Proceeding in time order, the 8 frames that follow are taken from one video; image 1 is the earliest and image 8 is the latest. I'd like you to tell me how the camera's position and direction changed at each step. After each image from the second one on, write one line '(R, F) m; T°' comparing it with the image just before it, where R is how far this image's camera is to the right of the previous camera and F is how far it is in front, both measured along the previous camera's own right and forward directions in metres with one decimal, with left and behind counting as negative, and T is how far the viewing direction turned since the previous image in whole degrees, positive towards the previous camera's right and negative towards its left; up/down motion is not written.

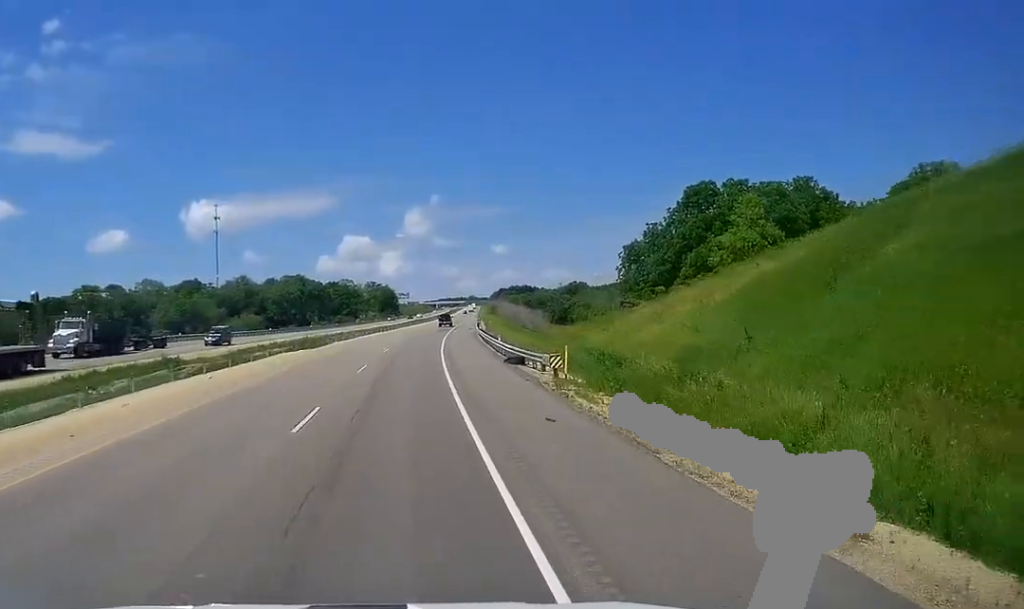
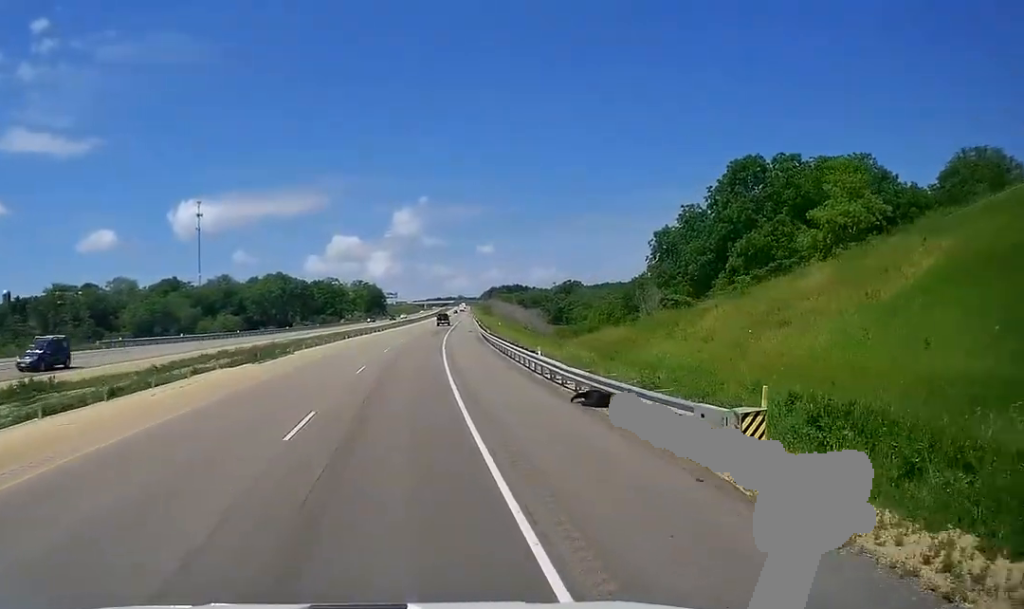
(+0.2, +16.0) m; +1°
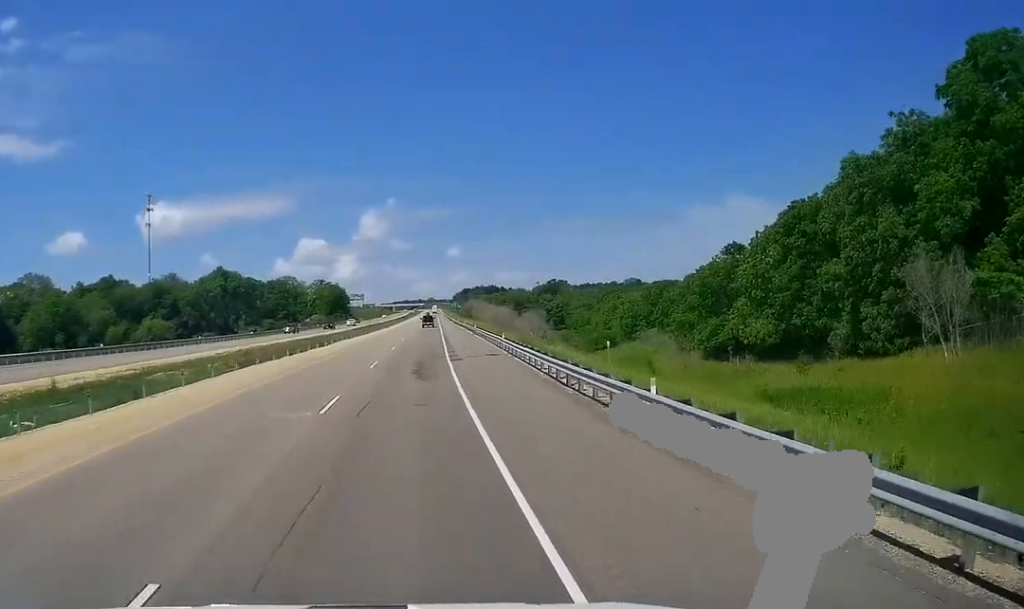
(+0.6, +41.7) m; +2°
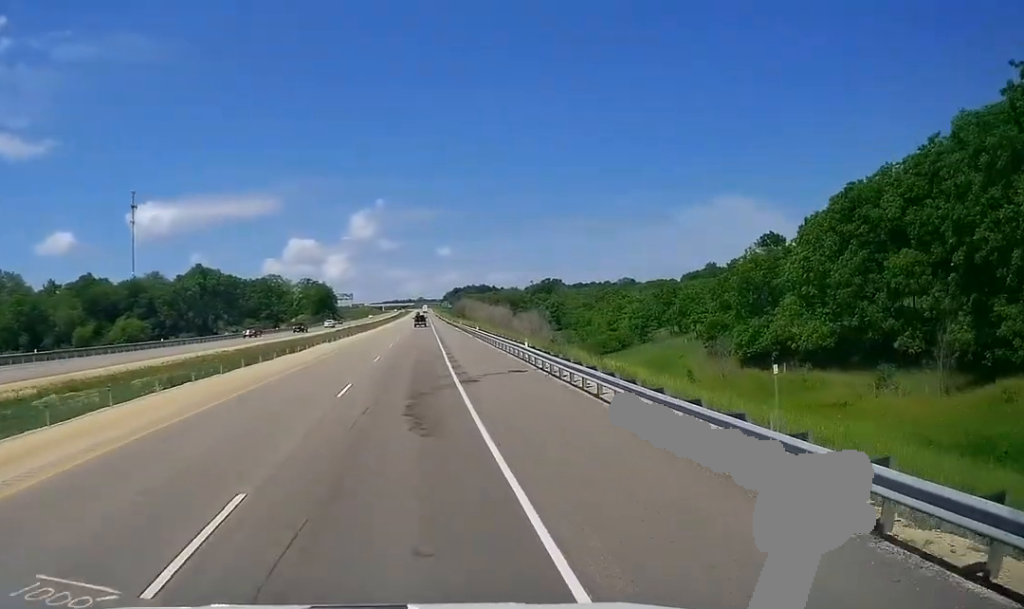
(-0.1, +11.7) m; +1°
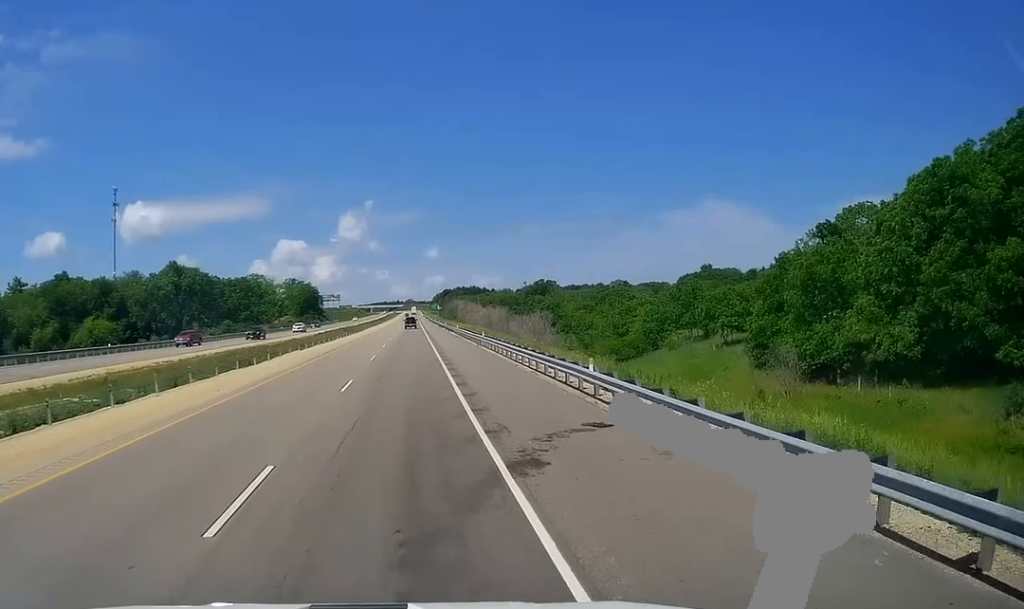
(+0.4, +13.1) m; +1°
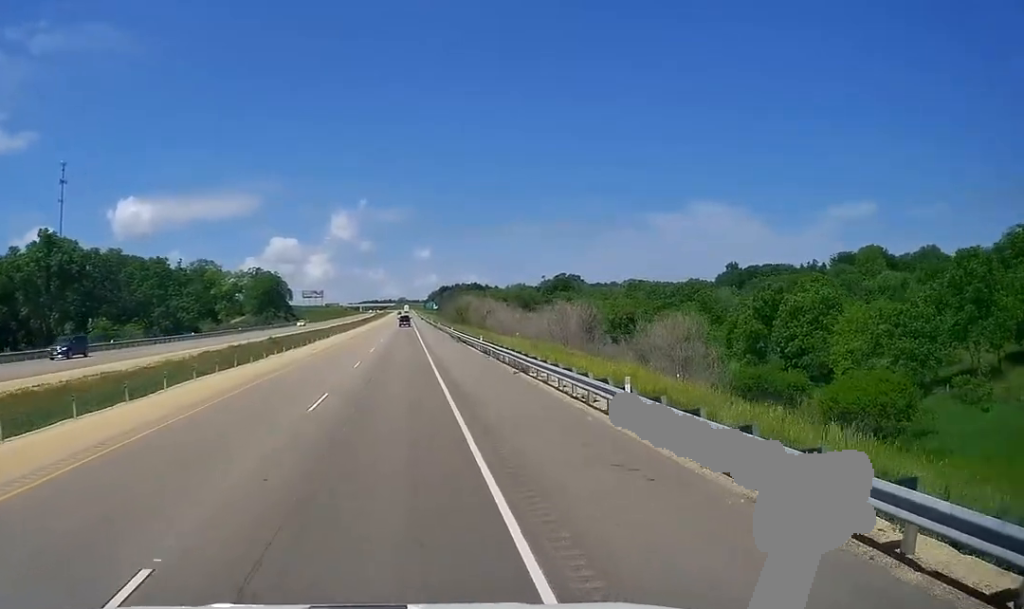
(+0.9, +65.1) m; +2°
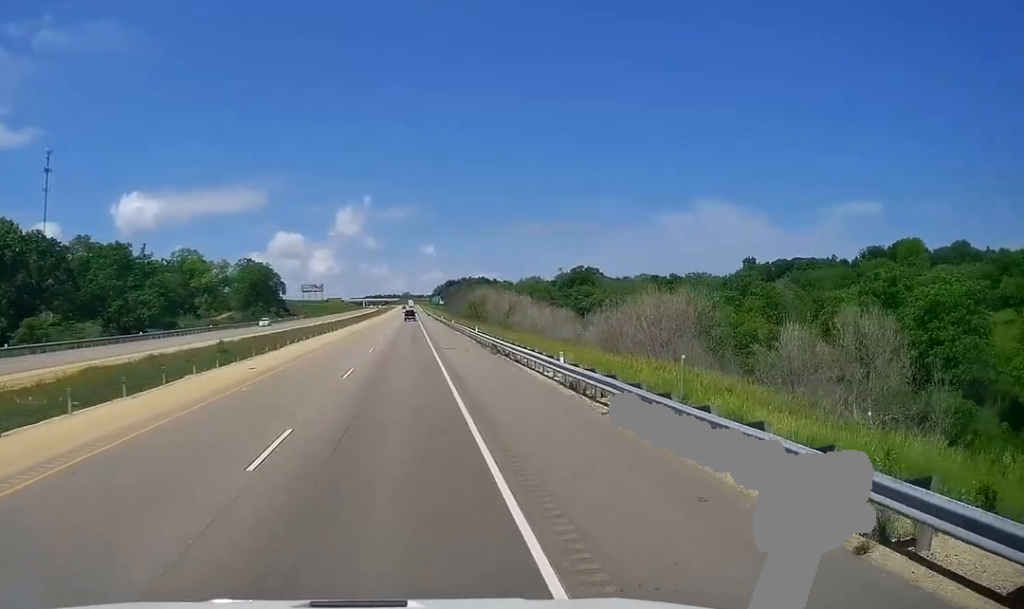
(0.0, +23.0) m; +1°
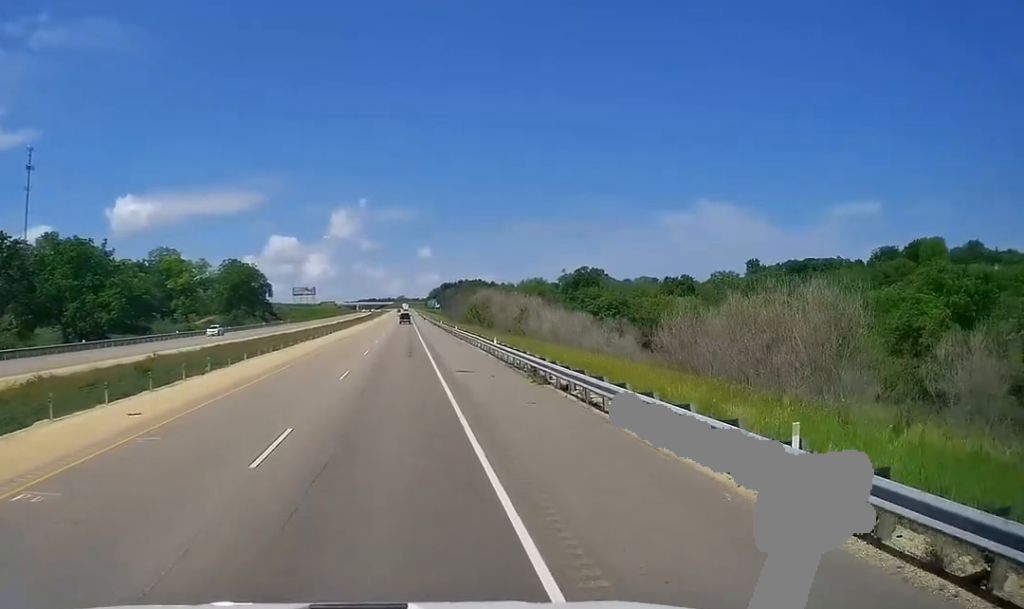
(0.0, +14.5) m; 0°
